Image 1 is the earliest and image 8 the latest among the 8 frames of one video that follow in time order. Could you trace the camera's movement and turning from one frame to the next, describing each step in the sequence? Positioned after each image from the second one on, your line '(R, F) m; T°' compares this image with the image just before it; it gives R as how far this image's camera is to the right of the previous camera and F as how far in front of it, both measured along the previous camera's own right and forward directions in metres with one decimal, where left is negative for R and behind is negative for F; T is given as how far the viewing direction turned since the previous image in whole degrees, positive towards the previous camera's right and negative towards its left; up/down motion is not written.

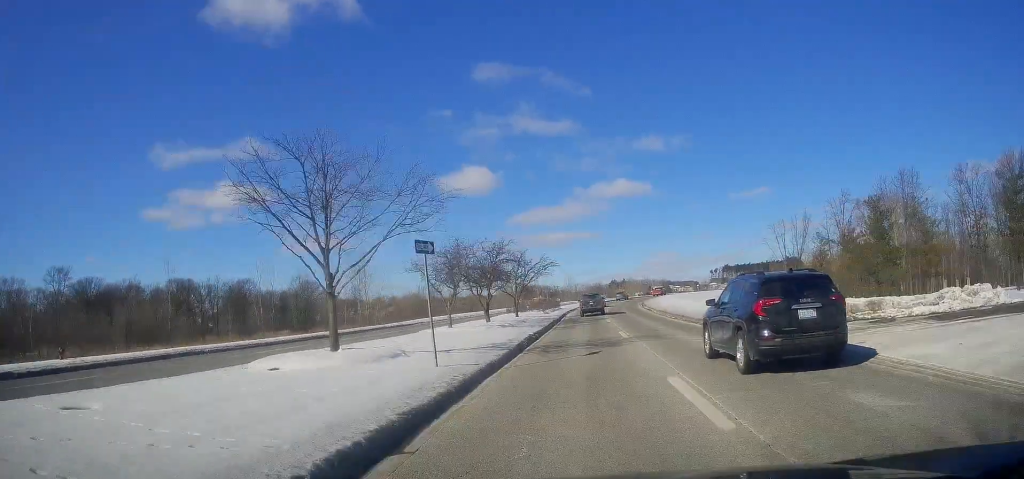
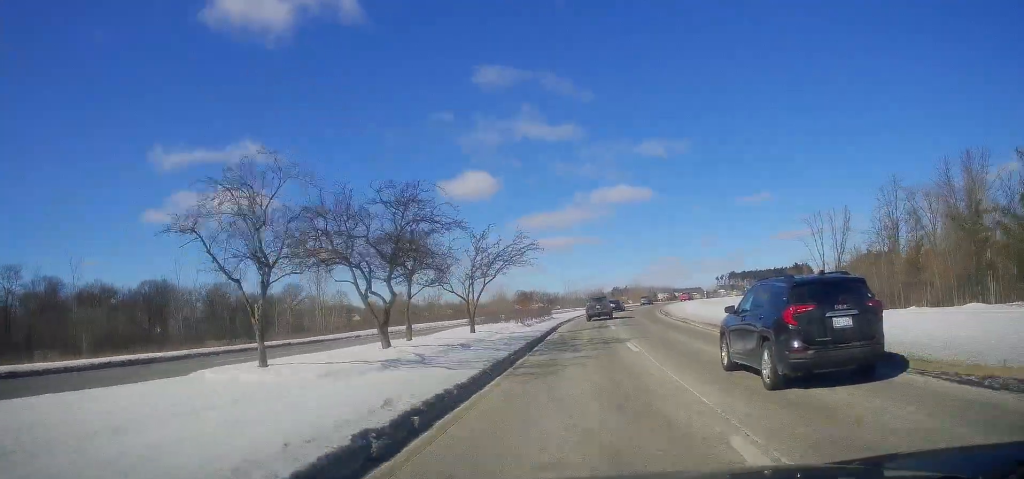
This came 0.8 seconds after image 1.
(-0.2, +19.4) m; 0°
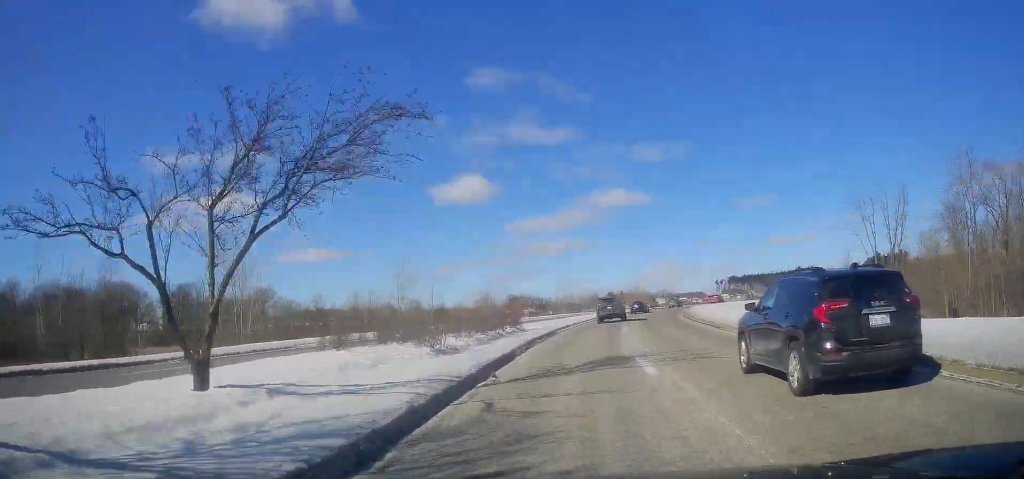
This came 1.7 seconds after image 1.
(+0.2, +21.5) m; +1°
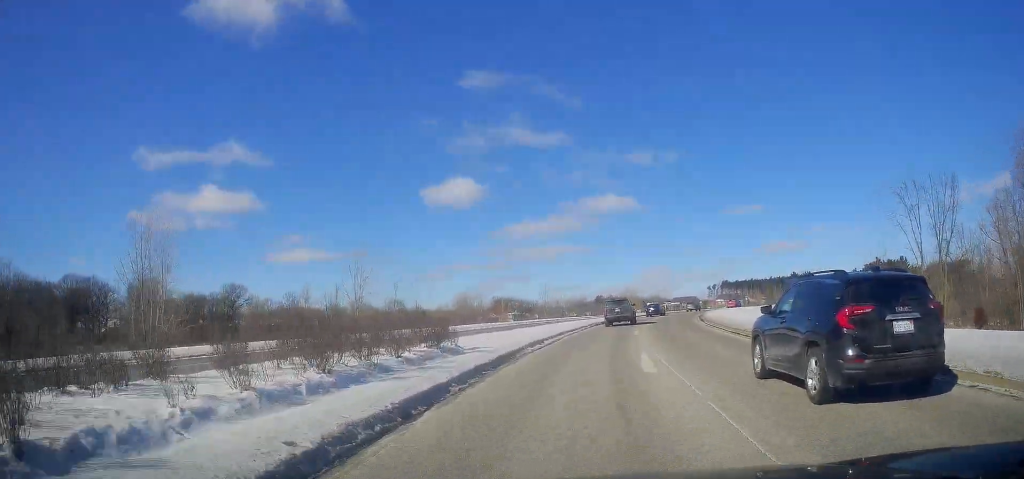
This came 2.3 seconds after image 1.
(0.0, +15.0) m; +1°
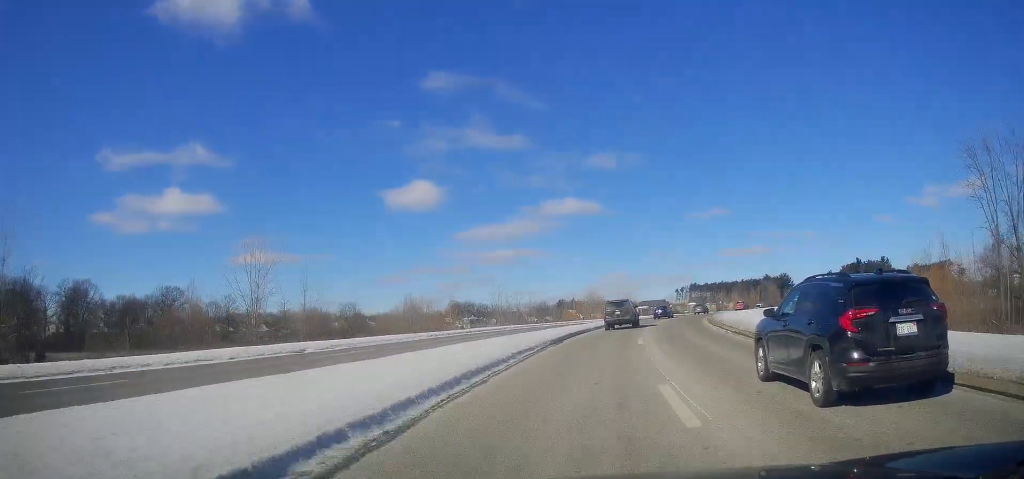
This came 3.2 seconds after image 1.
(+0.2, +21.0) m; +3°
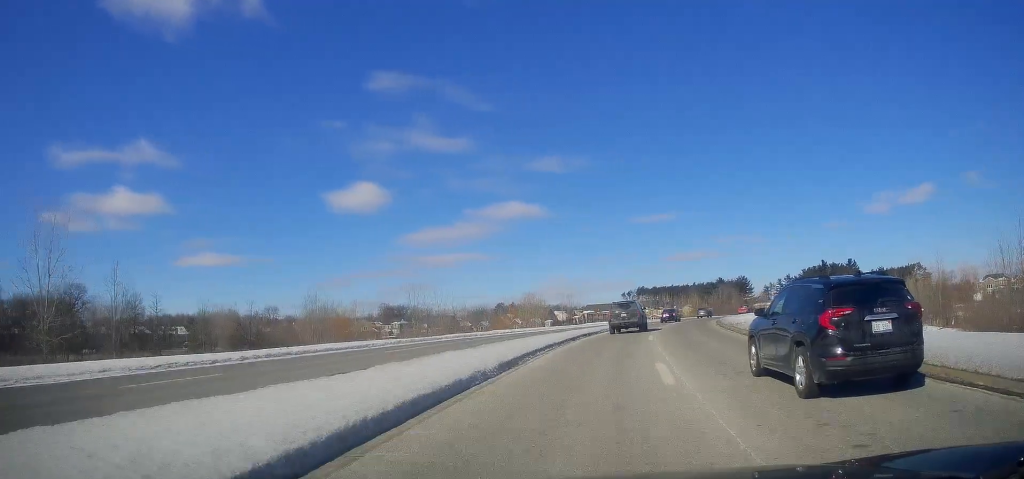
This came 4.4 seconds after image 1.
(+1.0, +26.9) m; +5°
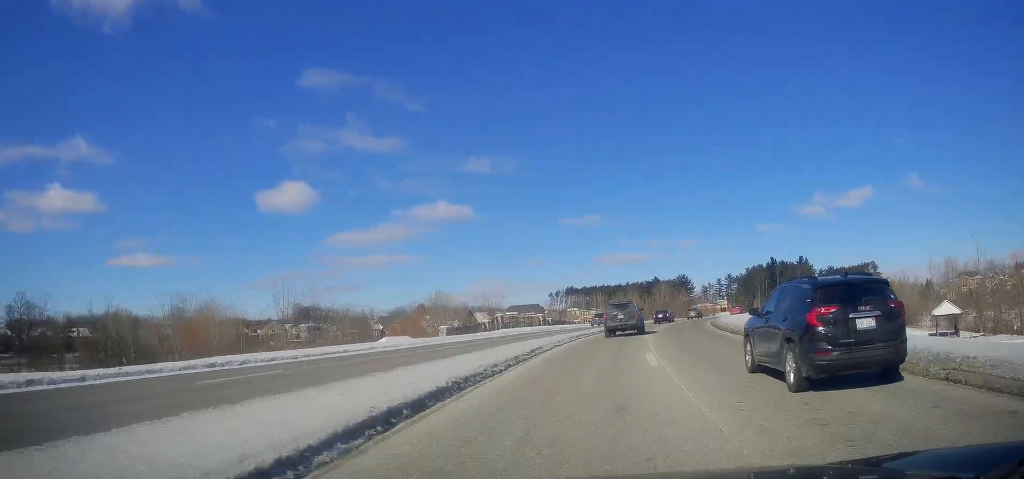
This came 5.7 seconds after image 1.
(+1.3, +26.8) m; +7°
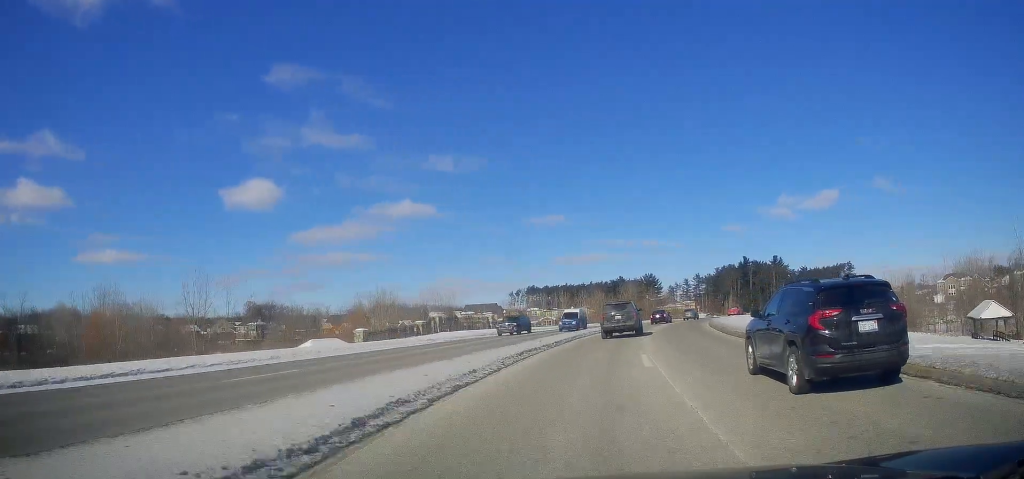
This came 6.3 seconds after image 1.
(+0.7, +14.5) m; +4°
